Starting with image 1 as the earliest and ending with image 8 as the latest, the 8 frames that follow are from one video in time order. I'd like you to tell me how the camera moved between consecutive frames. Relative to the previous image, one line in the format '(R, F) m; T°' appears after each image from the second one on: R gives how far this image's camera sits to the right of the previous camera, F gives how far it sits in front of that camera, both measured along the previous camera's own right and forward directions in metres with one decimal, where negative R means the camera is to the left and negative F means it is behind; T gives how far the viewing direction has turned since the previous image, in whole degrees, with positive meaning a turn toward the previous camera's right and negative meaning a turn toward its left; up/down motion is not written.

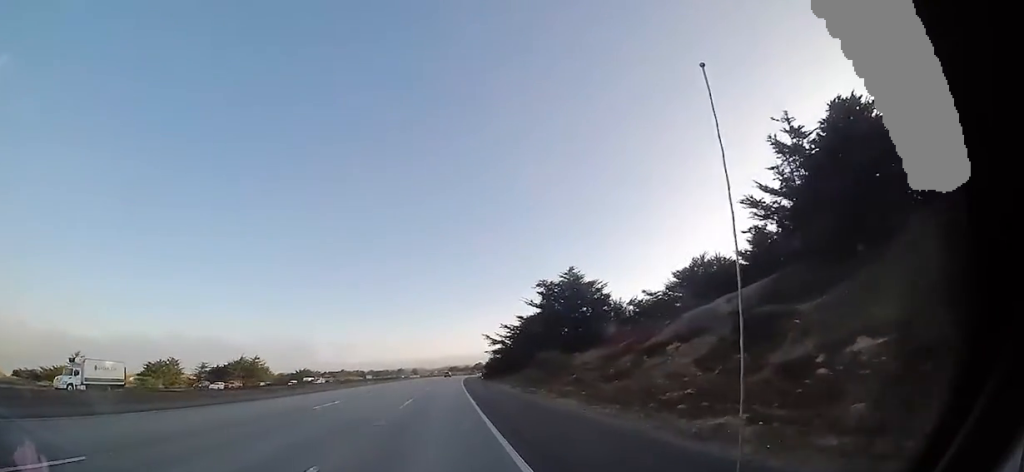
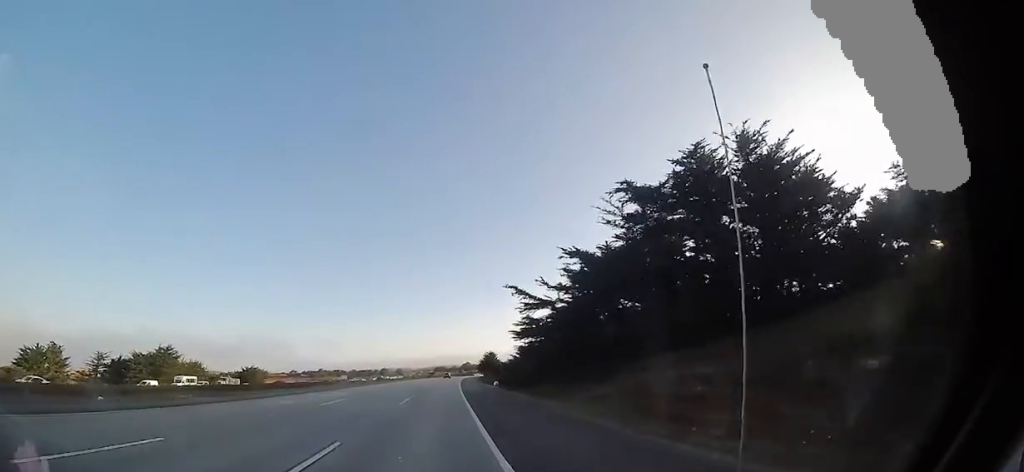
(+0.2, +42.0) m; 0°
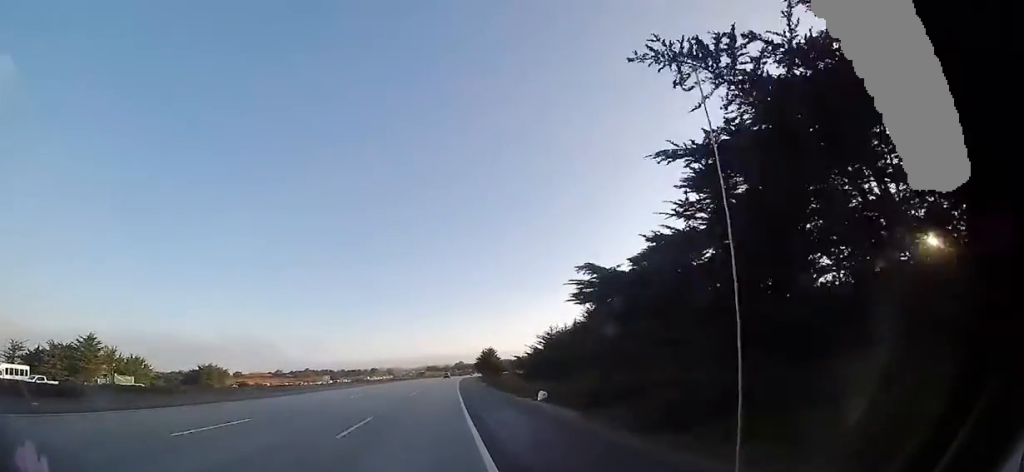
(0.0, +25.2) m; 0°
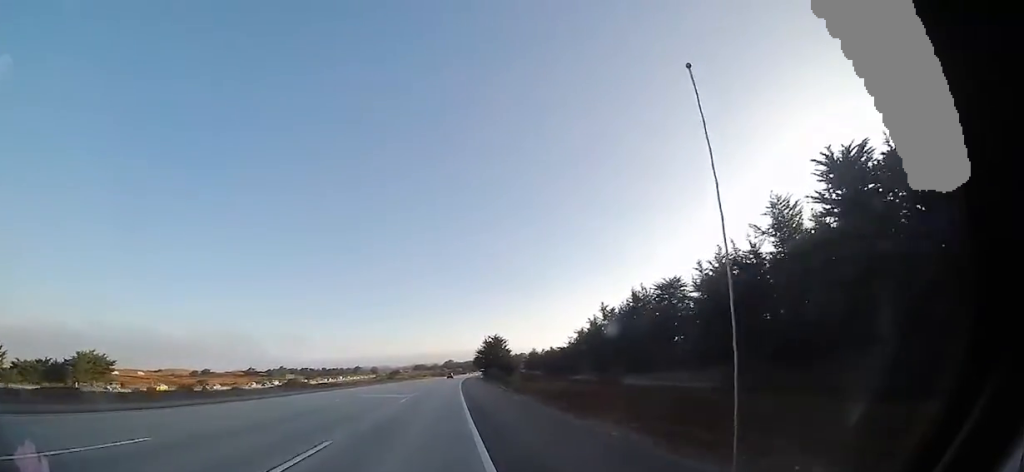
(+1.0, +48.4) m; +5°
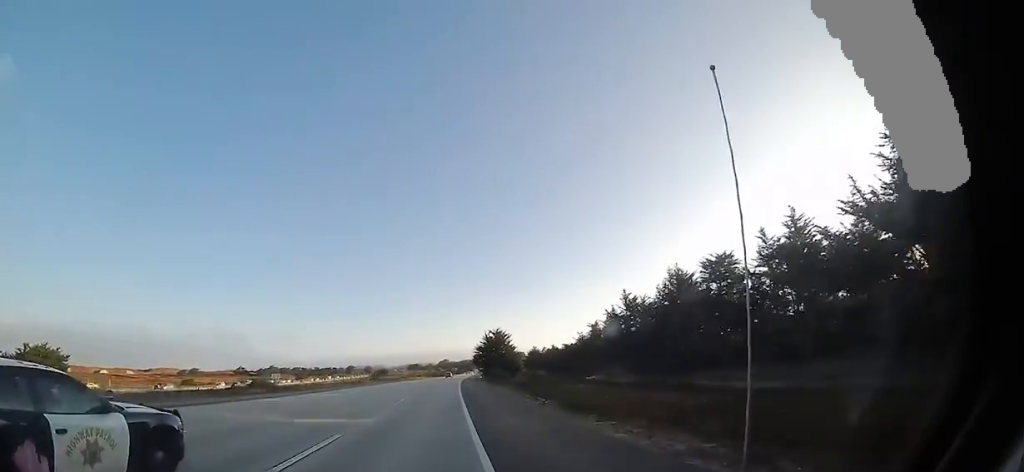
(+0.7, +13.6) m; +2°
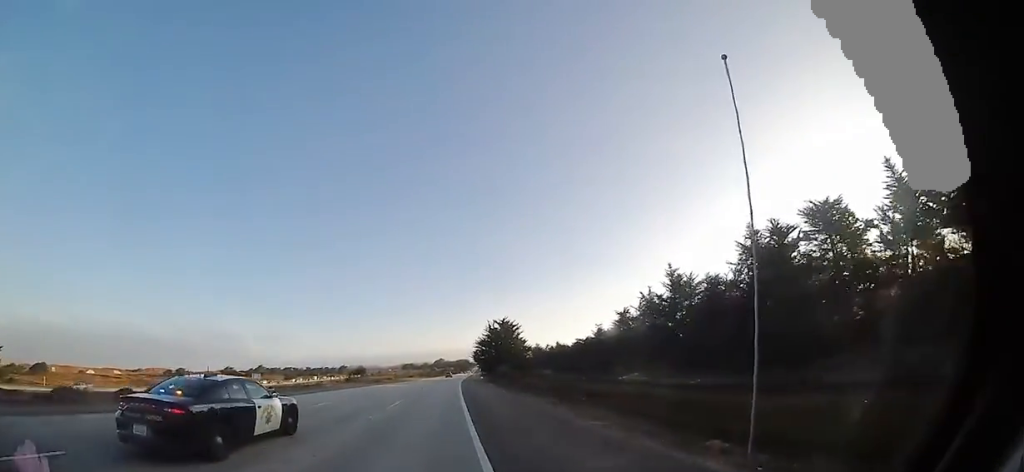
(+0.4, +17.9) m; +1°
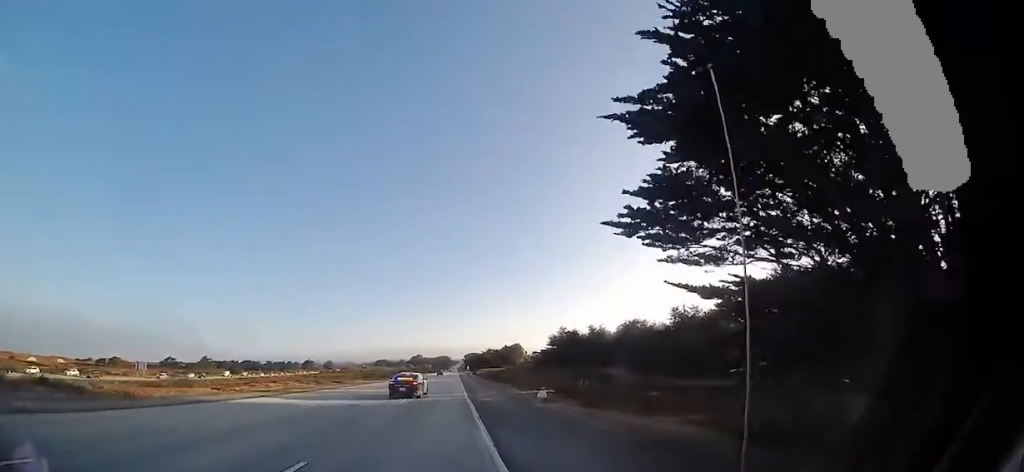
(0.0, +72.6) m; 0°
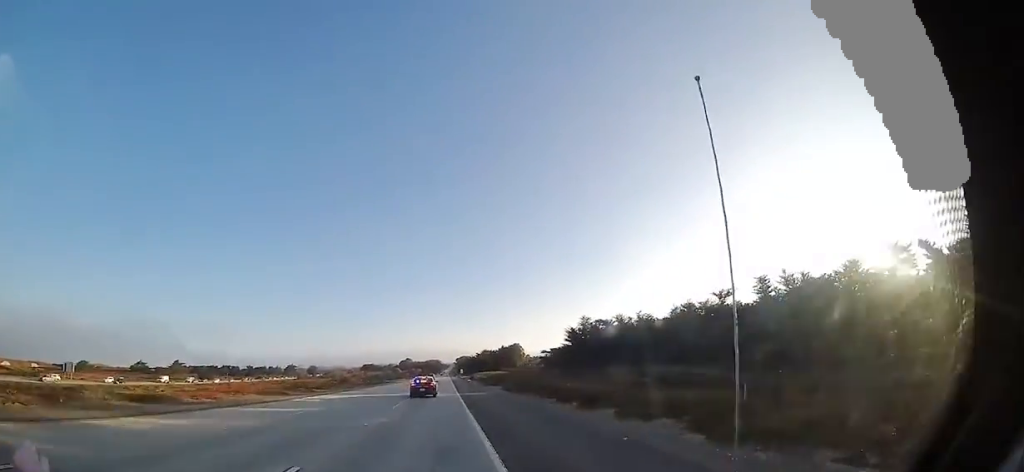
(0.0, +30.1) m; 0°
